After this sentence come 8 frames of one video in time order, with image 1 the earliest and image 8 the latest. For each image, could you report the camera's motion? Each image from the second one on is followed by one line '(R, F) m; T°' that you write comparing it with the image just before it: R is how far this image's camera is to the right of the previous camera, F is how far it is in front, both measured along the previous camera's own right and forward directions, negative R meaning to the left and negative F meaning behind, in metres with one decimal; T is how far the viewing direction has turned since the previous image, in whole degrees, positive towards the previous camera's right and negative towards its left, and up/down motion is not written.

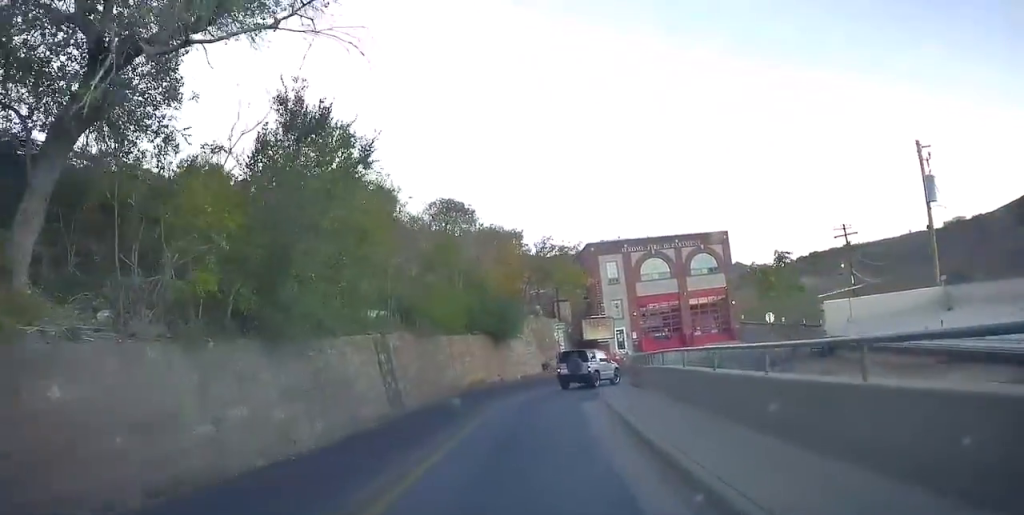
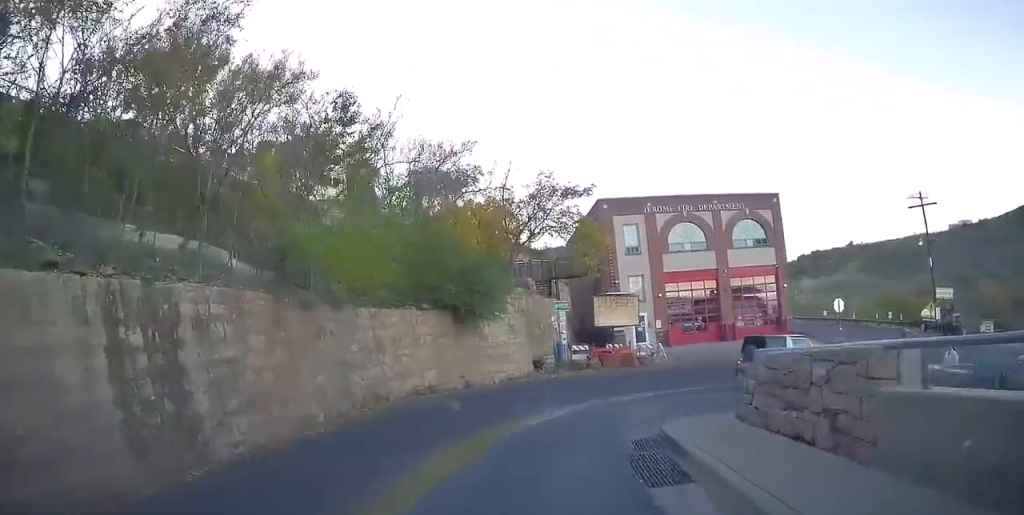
(-0.2, +12.2) m; -1°
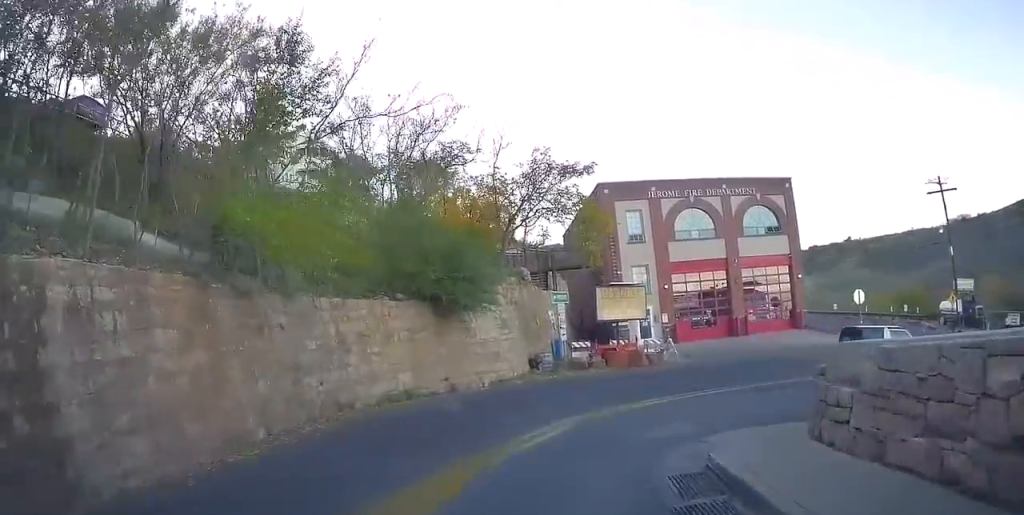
(-0.2, +3.2) m; +1°
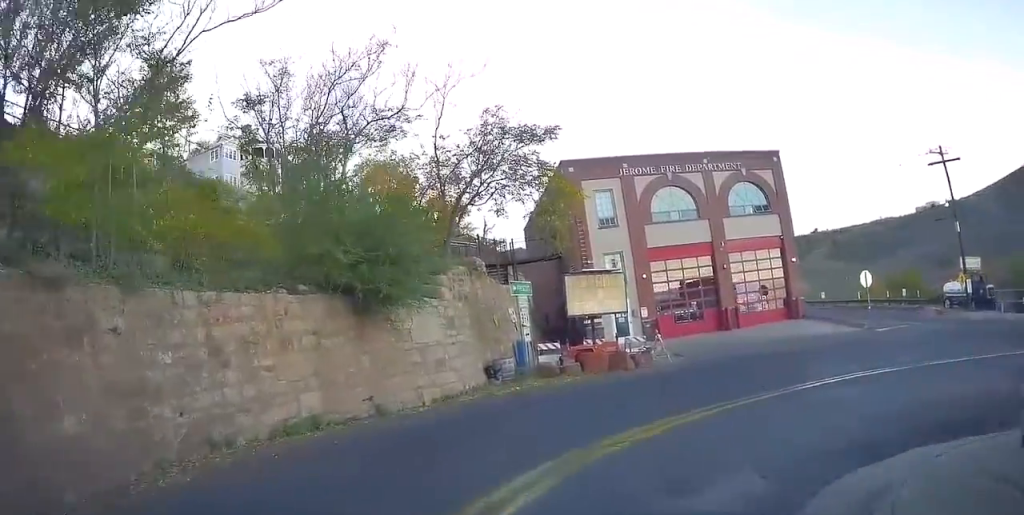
(+0.4, +4.9) m; +12°
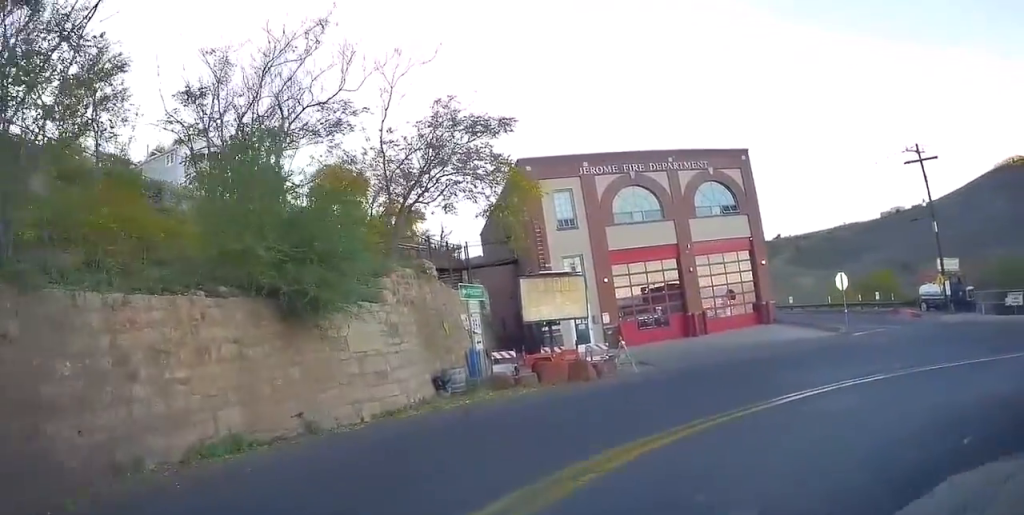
(+0.2, +1.6) m; +10°
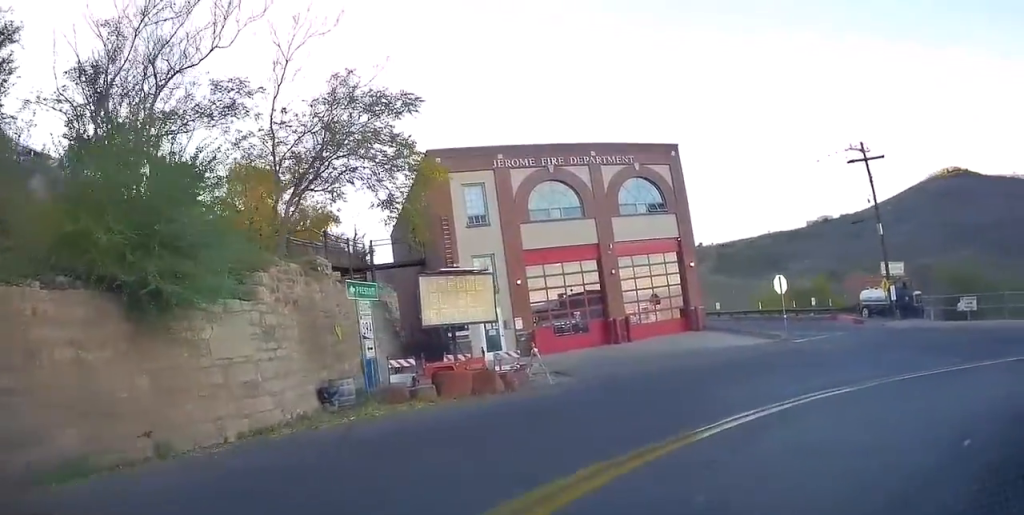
(0.0, +2.2) m; +15°
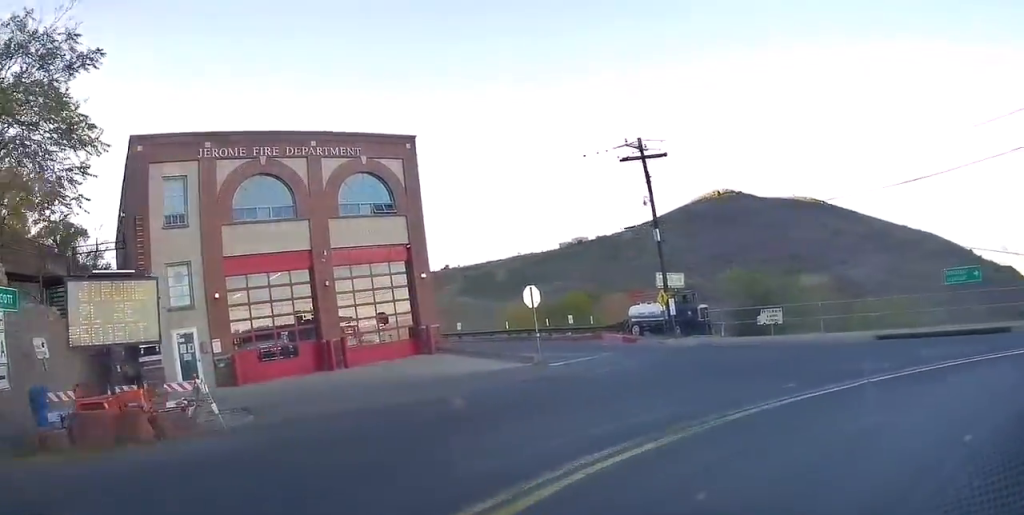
(+1.7, +4.2) m; +36°
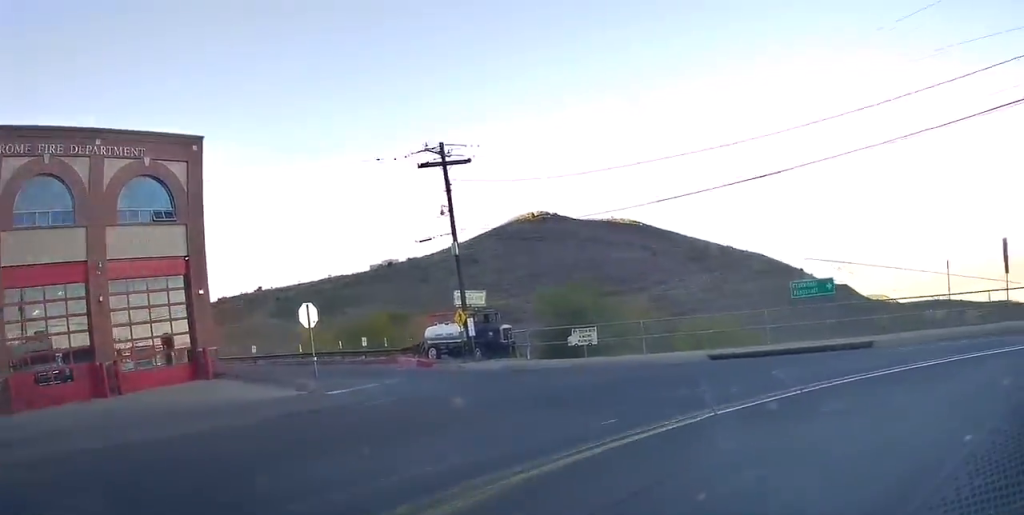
(+0.3, +2.6) m; +14°
